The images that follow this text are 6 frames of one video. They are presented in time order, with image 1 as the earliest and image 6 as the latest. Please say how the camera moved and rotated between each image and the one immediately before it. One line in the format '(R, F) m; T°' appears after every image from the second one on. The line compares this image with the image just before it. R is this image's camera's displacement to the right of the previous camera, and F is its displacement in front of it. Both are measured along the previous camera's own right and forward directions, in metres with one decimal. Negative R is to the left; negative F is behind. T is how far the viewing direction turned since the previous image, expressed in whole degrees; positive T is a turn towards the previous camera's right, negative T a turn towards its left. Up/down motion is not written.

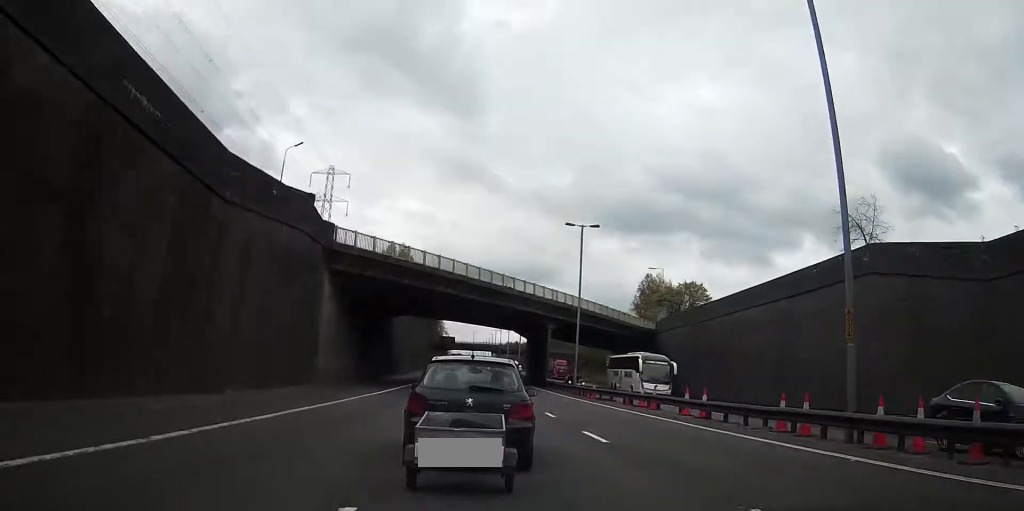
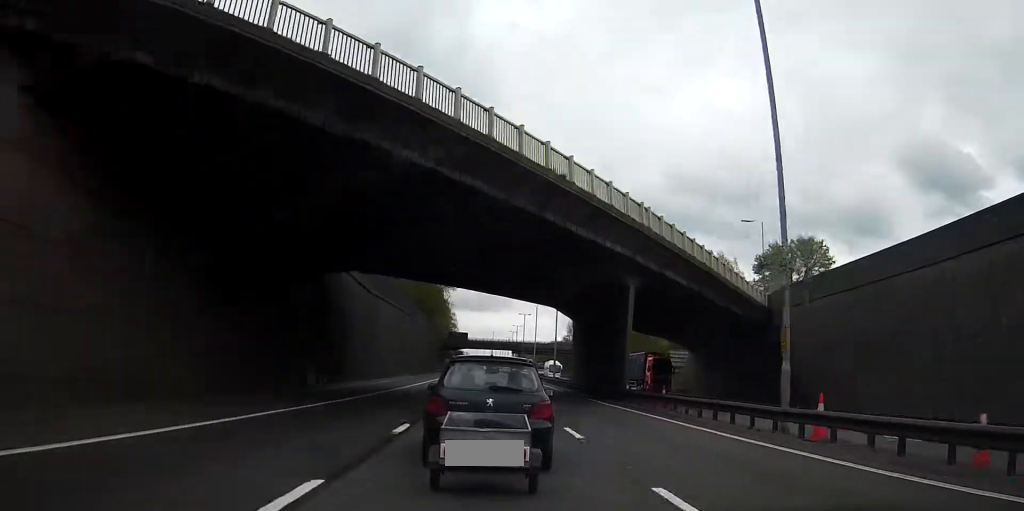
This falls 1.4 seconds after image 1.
(0.0, +35.2) m; 0°
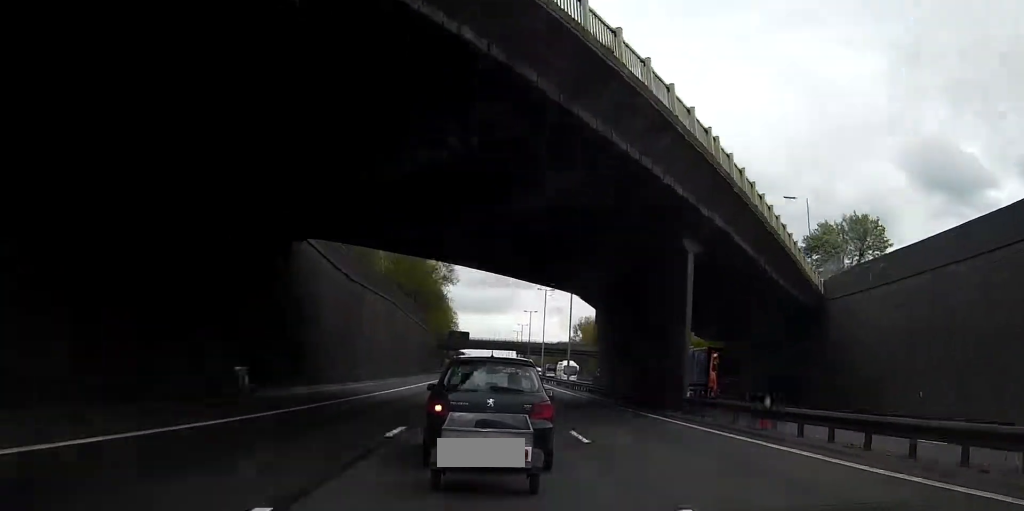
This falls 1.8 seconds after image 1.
(+0.1, +10.9) m; 0°
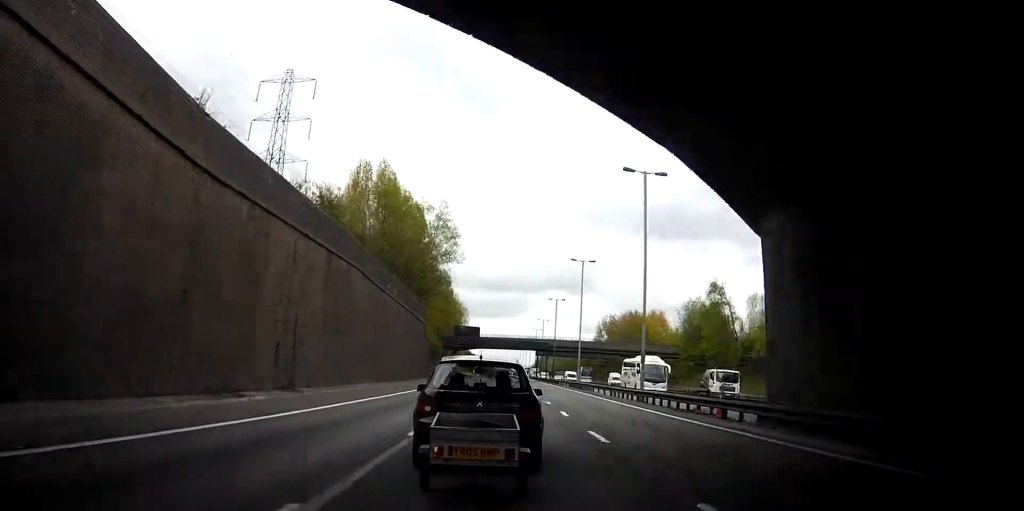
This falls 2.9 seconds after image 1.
(-0.3, +27.9) m; -1°
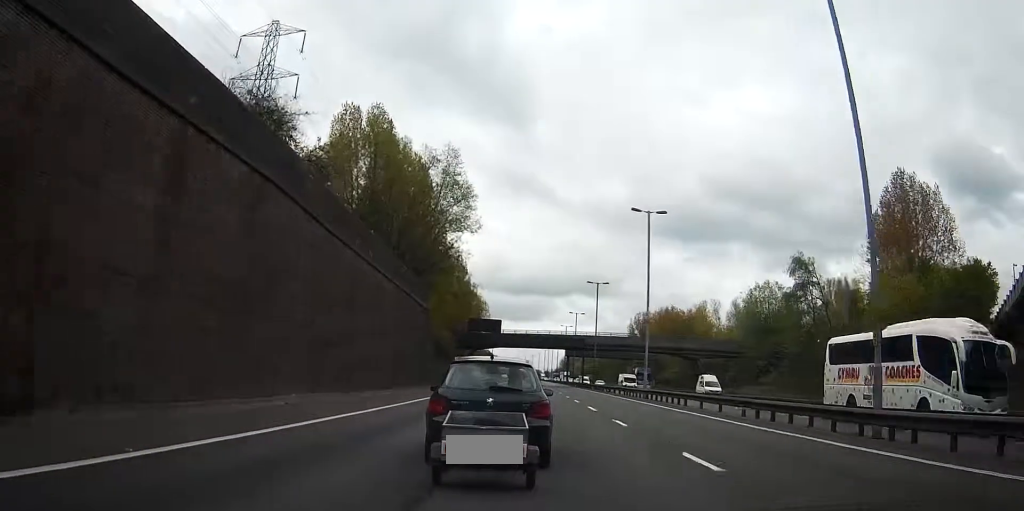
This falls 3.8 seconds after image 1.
(0.0, +21.8) m; -1°
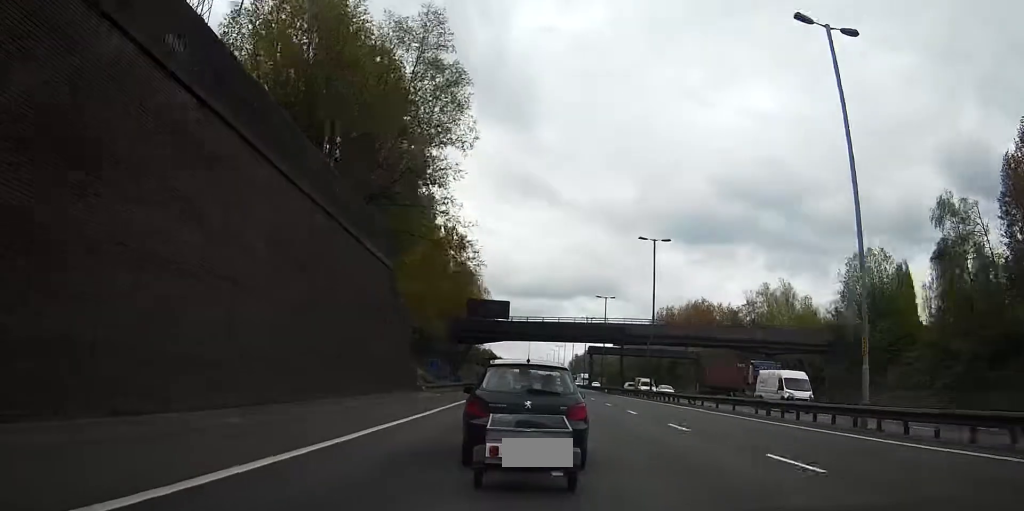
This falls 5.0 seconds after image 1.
(-0.2, +27.5) m; -1°
